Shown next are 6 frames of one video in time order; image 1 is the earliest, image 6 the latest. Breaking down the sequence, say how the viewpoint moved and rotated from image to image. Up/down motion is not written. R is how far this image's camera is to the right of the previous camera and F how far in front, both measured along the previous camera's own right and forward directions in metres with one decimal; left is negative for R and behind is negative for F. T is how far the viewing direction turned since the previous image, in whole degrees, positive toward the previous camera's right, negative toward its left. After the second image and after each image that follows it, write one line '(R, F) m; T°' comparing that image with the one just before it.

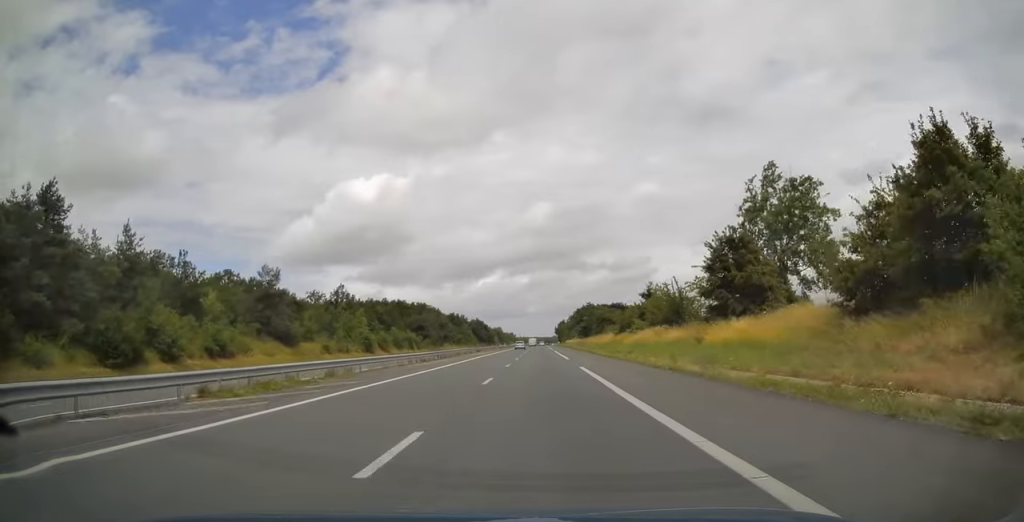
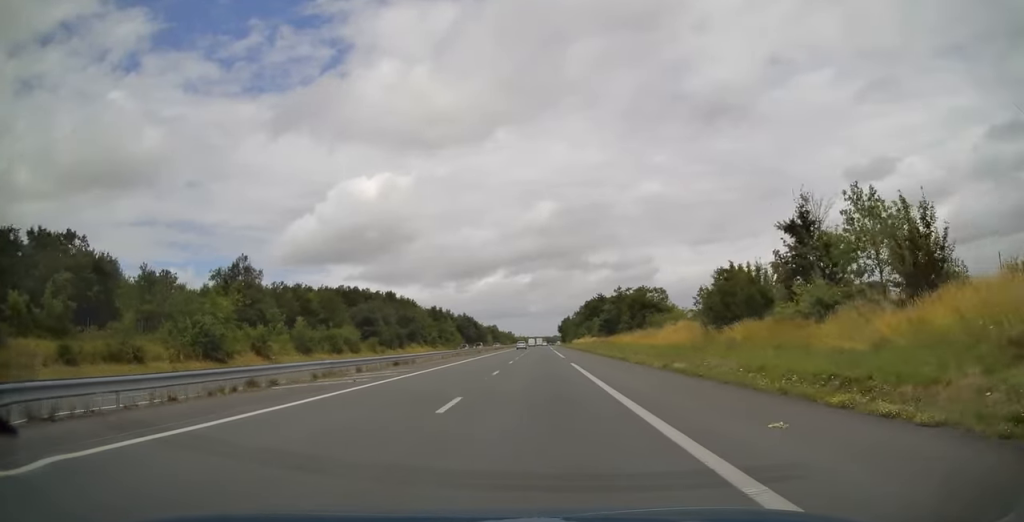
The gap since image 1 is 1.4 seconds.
(0.0, +46.4) m; 0°
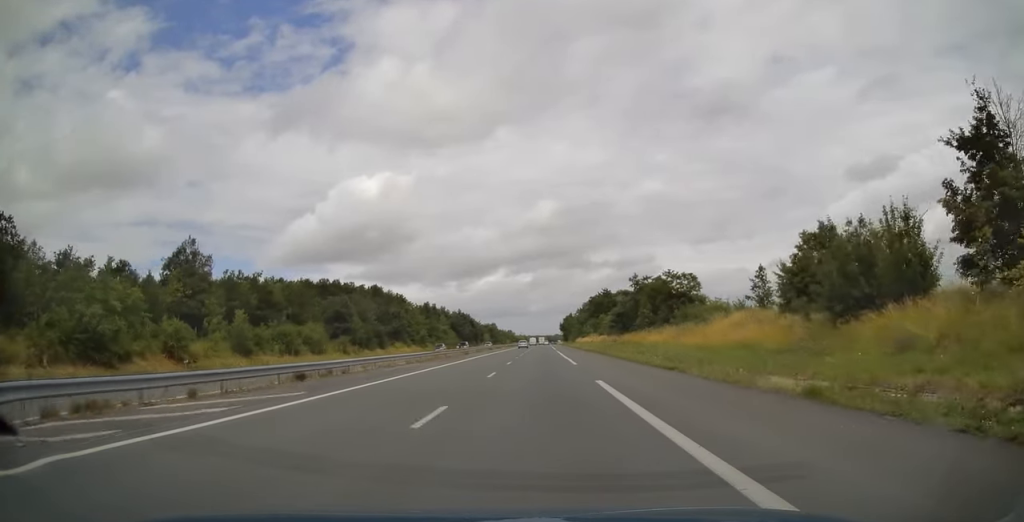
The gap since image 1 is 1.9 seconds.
(0.0, +15.1) m; 0°
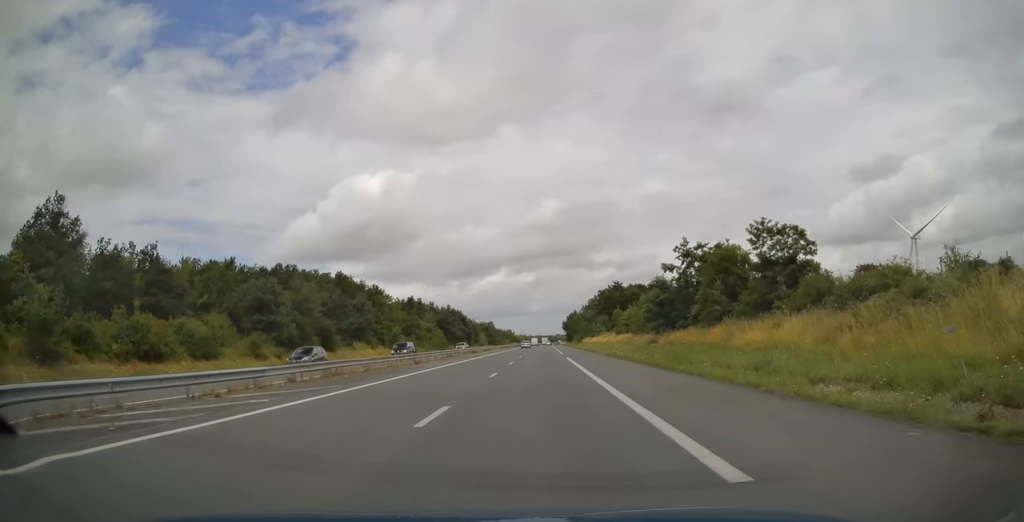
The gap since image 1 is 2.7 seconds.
(0.0, +25.9) m; 0°
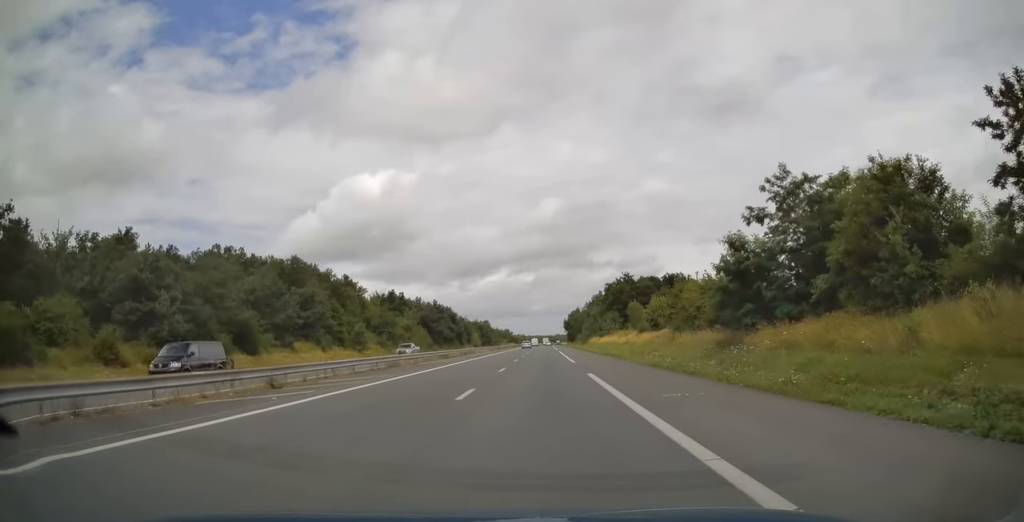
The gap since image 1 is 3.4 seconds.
(0.0, +21.6) m; 0°
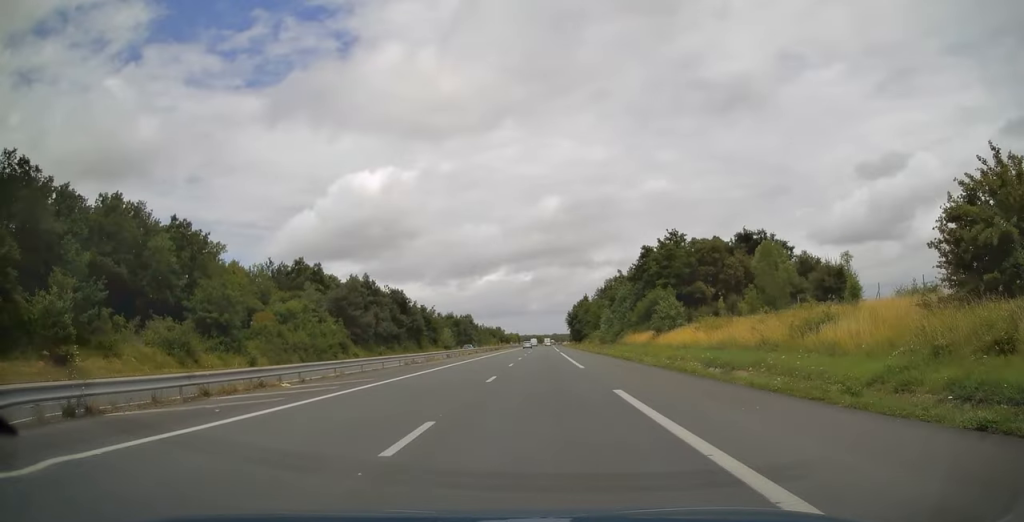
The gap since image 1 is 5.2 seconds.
(+0.1, +58.8) m; 0°
